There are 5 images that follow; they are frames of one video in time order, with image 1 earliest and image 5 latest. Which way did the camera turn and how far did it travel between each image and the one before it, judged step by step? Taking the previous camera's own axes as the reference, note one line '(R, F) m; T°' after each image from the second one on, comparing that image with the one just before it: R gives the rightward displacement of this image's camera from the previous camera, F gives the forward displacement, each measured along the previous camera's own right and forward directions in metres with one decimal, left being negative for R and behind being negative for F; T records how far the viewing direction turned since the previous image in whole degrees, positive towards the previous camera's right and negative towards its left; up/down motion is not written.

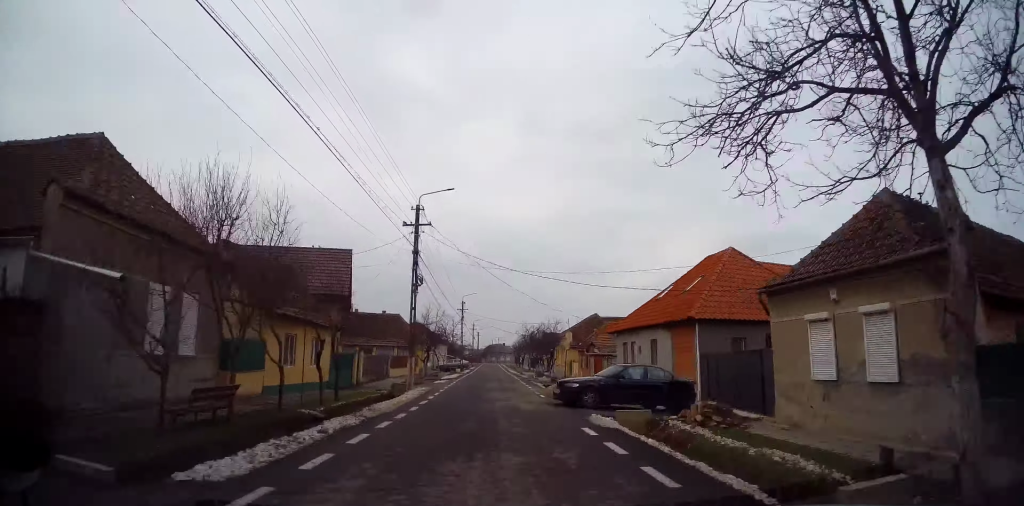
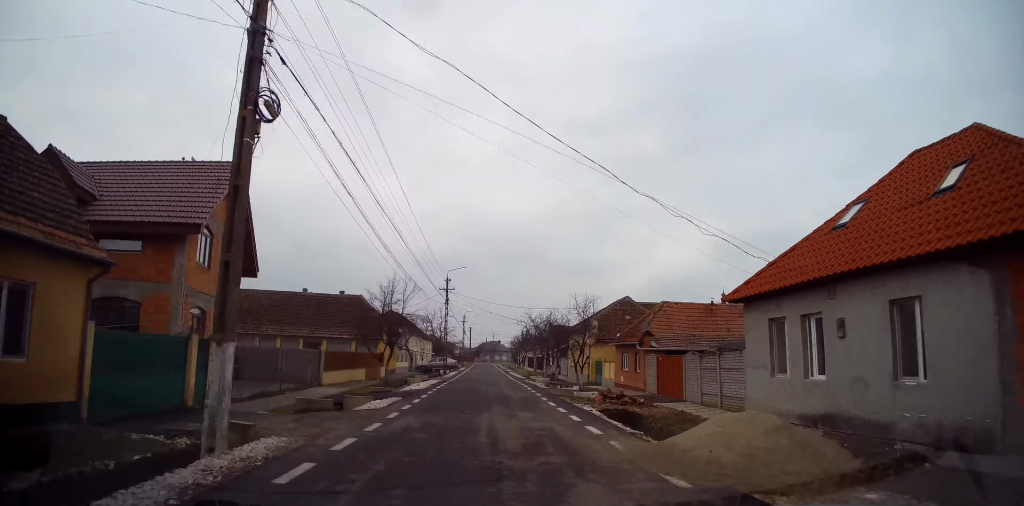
(+0.1, +16.1) m; 0°
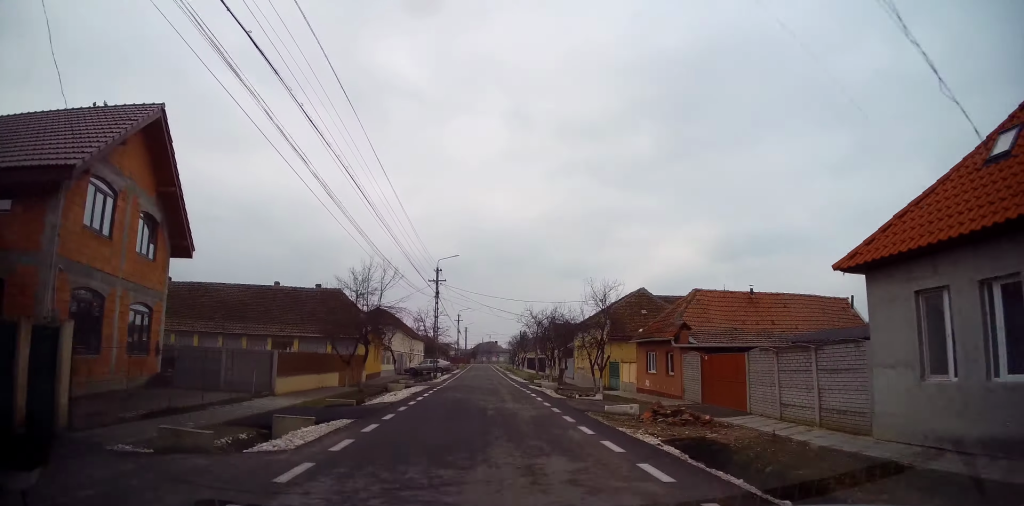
(+0.1, +5.7) m; 0°
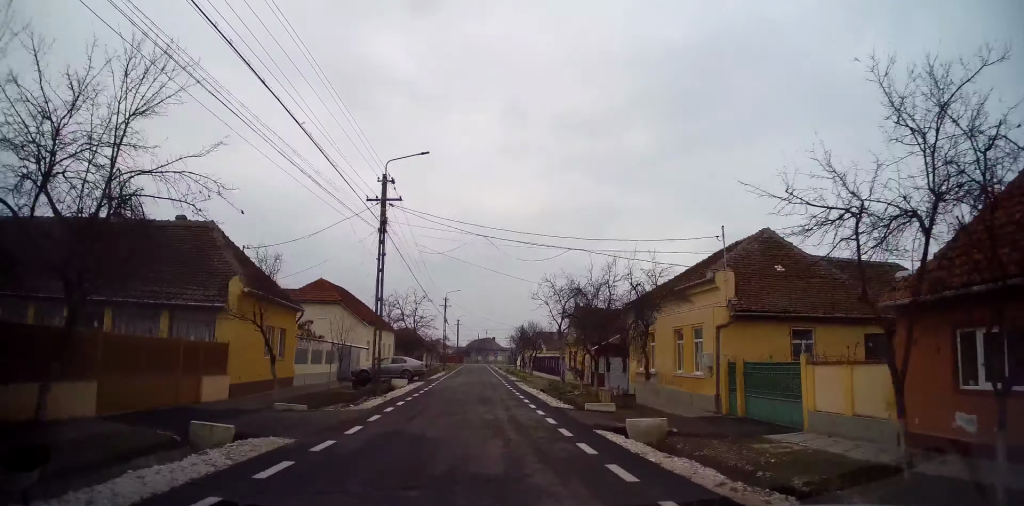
(-0.2, +19.1) m; +1°
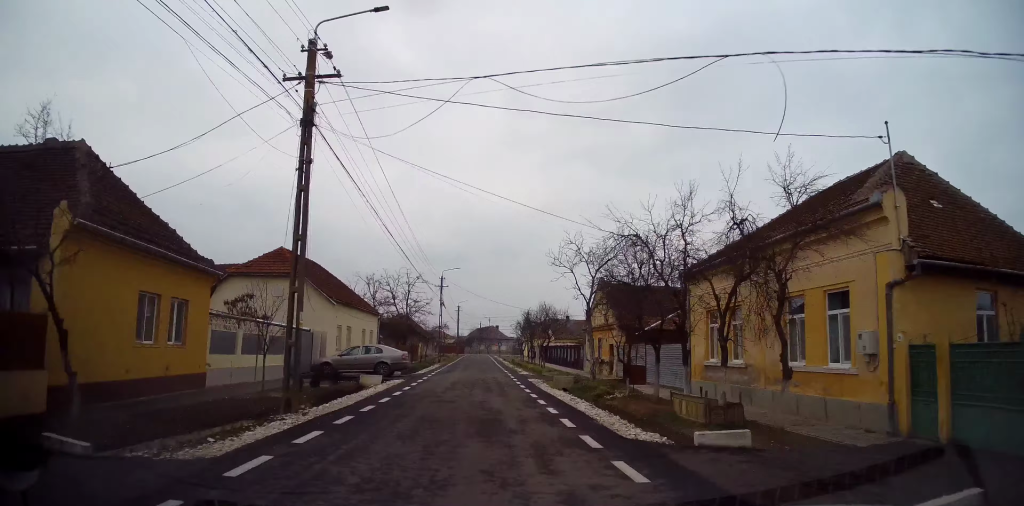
(+0.2, +8.5) m; +1°
